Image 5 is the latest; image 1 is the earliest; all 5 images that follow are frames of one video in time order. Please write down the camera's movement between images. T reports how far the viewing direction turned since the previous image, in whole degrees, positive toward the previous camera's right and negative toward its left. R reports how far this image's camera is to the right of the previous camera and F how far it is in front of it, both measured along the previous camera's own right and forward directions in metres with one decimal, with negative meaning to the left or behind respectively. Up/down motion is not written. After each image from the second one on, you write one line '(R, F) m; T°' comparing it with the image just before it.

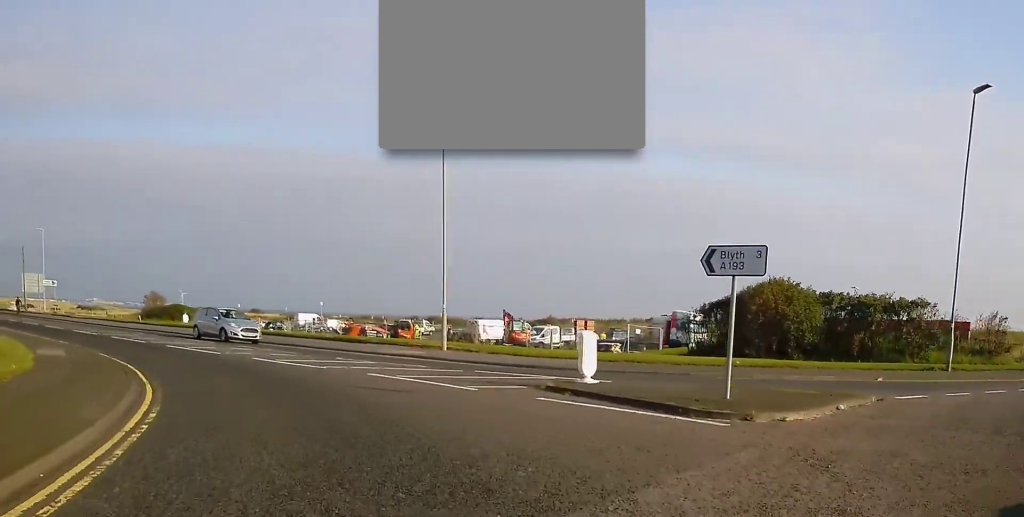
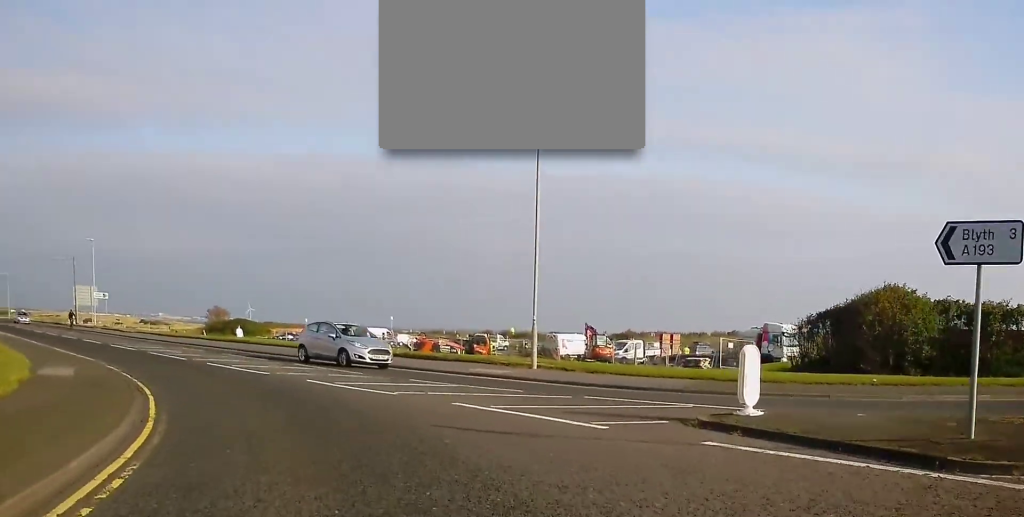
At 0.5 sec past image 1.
(-0.1, +3.9) m; -5°
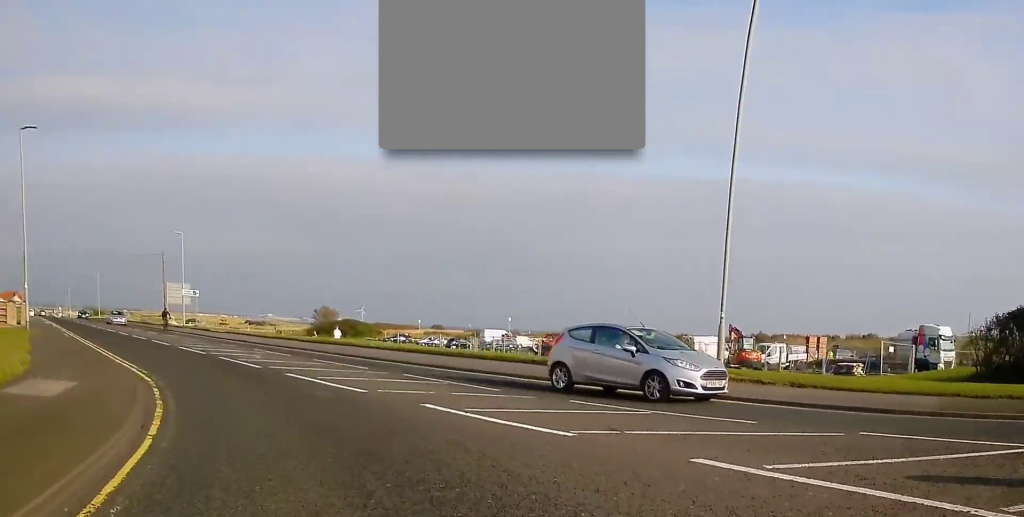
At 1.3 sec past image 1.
(-0.4, +6.0) m; -7°
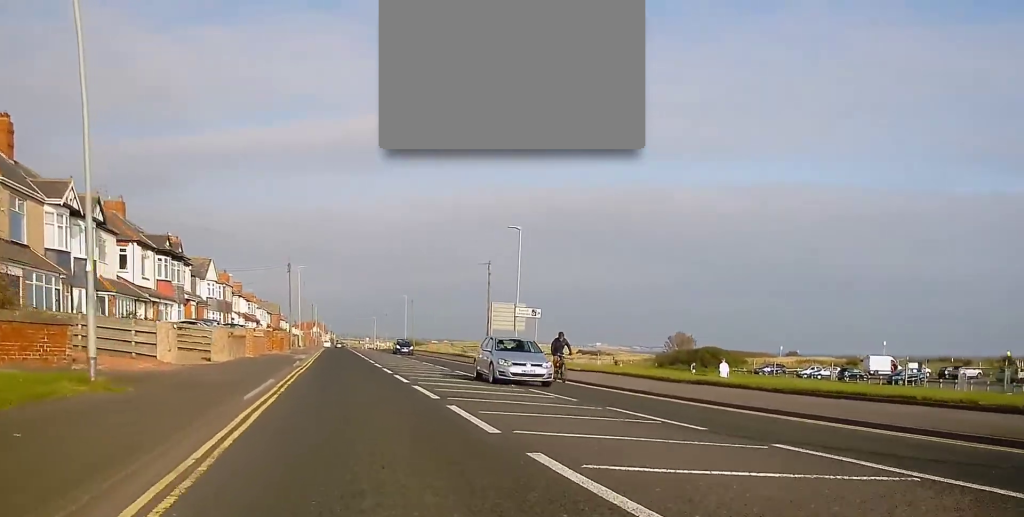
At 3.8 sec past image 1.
(-4.9, +20.0) m; -24°
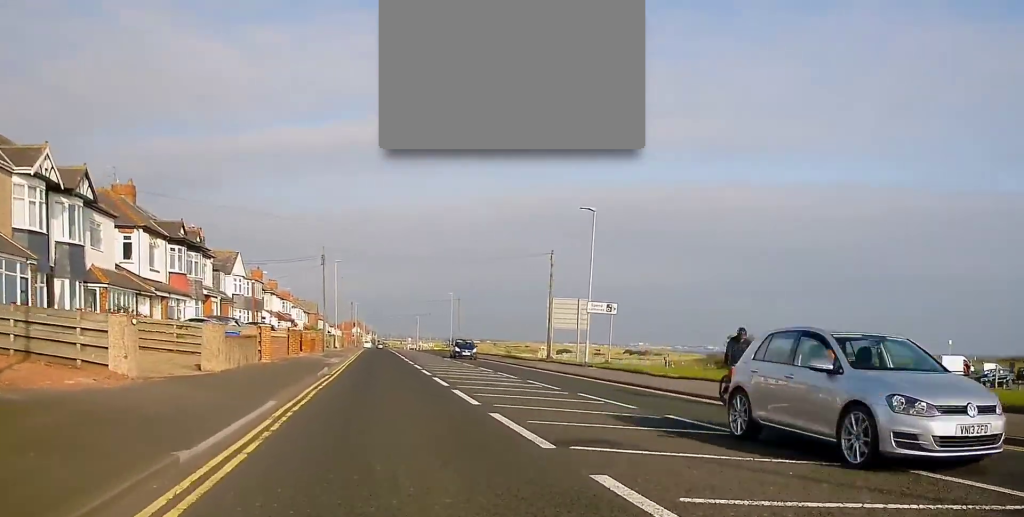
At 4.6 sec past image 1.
(+0.1, +6.9) m; -3°
